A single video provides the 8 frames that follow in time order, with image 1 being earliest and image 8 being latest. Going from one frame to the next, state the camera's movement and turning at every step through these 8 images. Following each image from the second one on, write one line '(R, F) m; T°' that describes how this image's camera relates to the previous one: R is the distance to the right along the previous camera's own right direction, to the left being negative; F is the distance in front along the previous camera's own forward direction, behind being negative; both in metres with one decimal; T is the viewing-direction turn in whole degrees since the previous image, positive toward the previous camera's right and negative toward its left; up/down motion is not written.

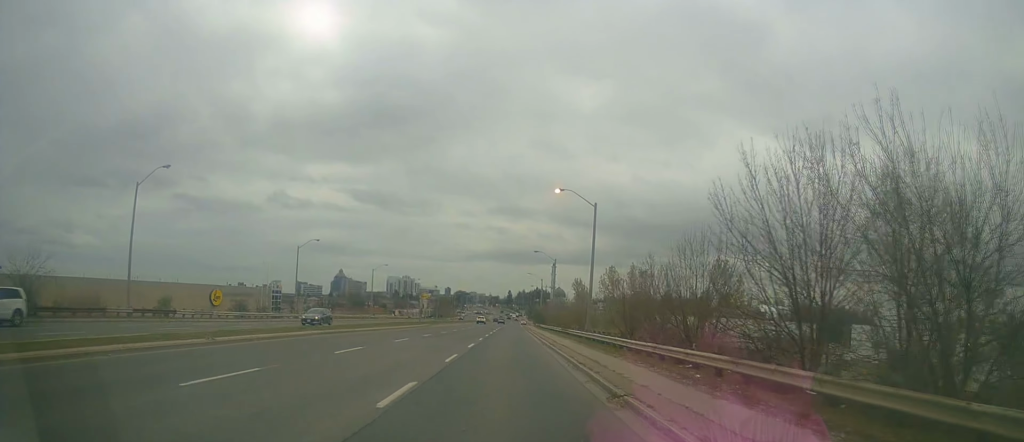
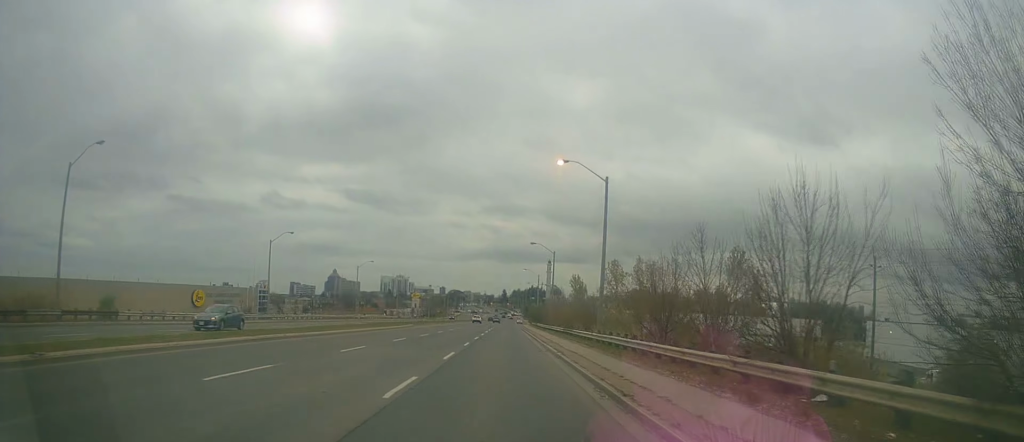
(0.0, +8.0) m; +1°
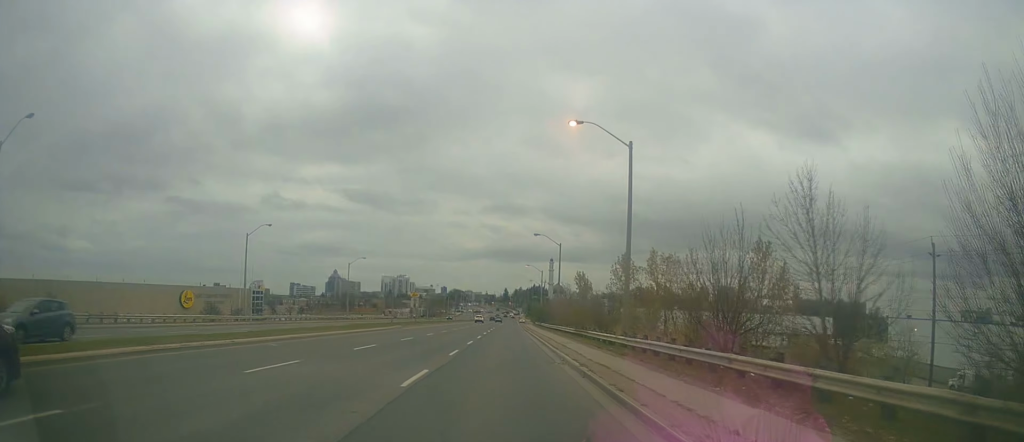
(+0.1, +7.4) m; +1°
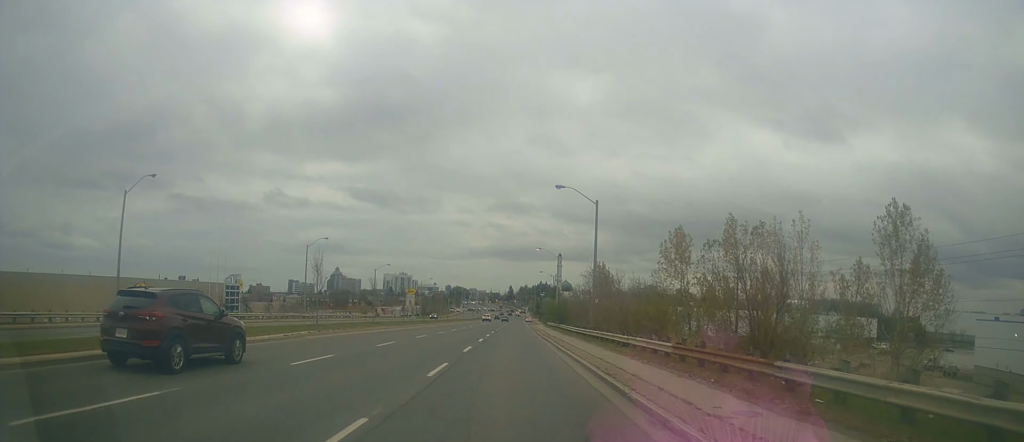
(+0.5, +25.2) m; +1°
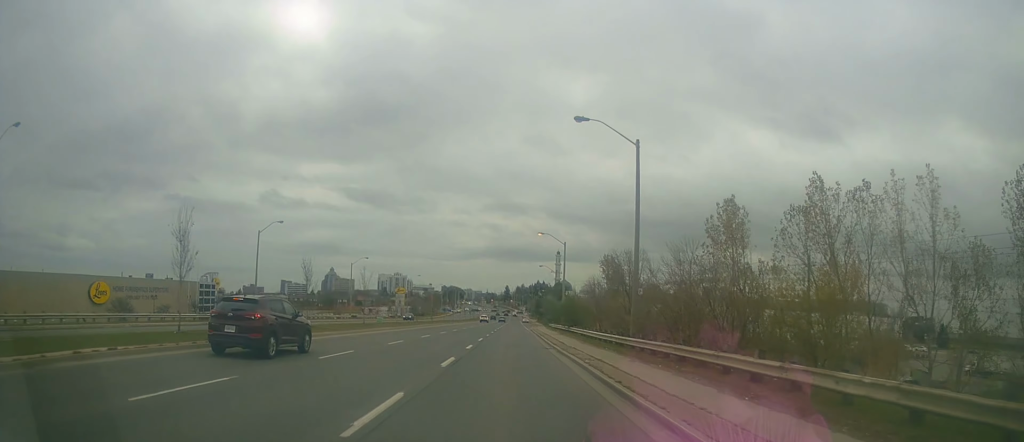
(-0.3, +15.6) m; 0°
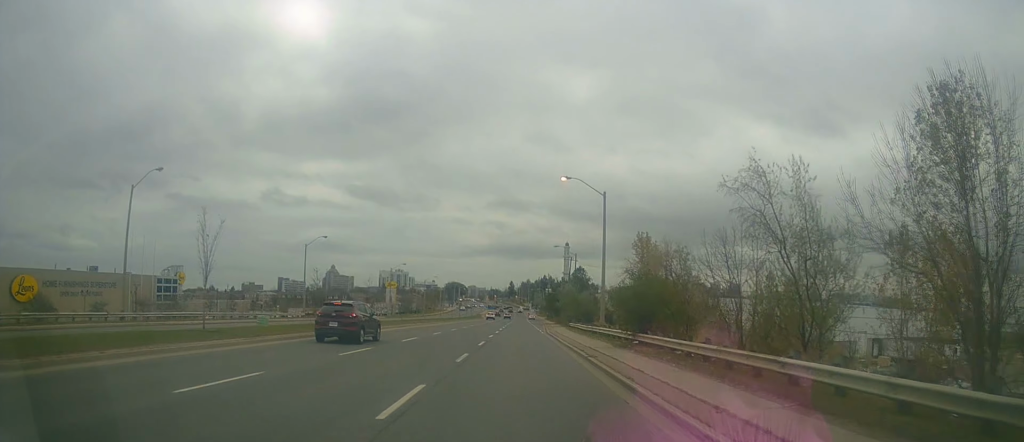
(0.0, +26.3) m; 0°
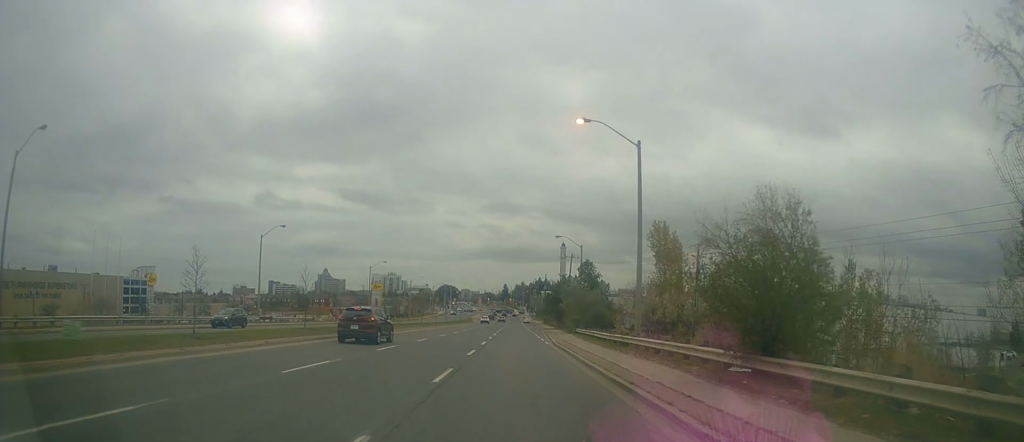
(+0.1, +13.3) m; +1°
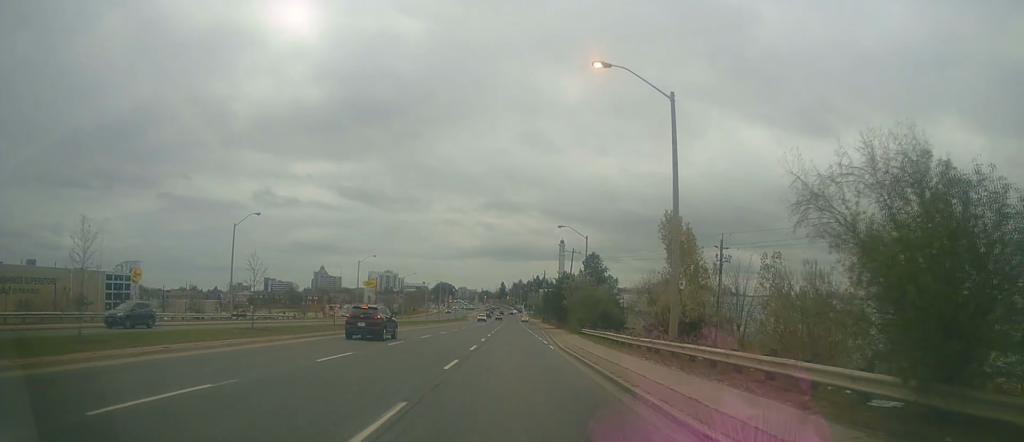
(+0.1, +6.7) m; +1°
